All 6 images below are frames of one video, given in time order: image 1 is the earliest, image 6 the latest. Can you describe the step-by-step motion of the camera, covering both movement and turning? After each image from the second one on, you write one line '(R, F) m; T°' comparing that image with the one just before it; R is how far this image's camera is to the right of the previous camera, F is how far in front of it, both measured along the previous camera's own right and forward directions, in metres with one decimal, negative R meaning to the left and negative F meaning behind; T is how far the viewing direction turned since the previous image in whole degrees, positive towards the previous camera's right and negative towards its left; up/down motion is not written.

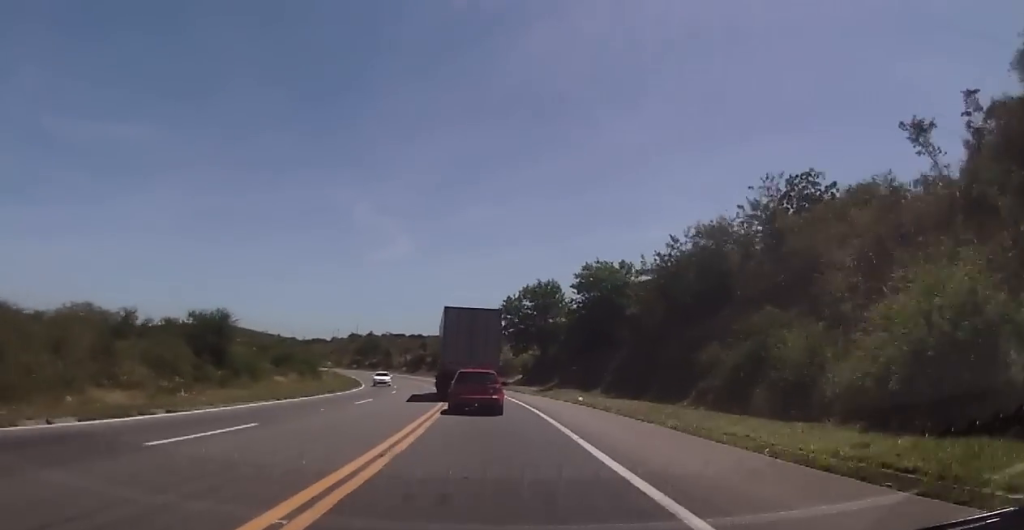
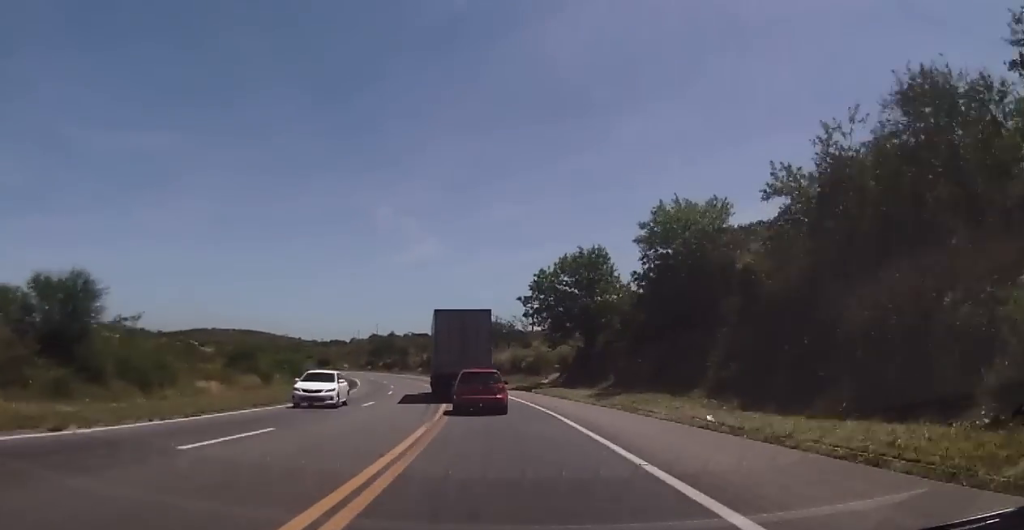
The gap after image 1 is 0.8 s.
(0.0, +17.7) m; -1°
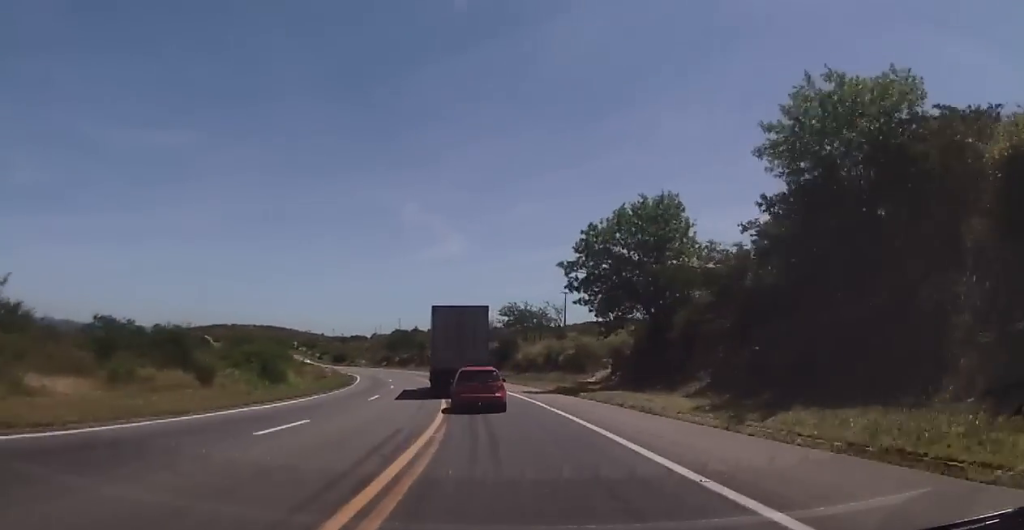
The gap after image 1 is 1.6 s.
(-0.1, +15.7) m; -2°
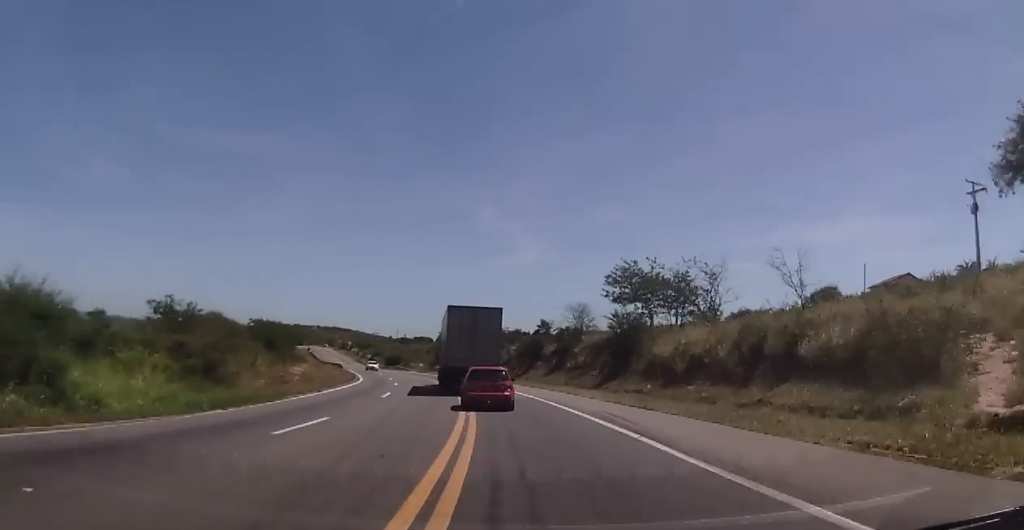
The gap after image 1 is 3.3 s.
(-2.2, +37.7) m; -5°
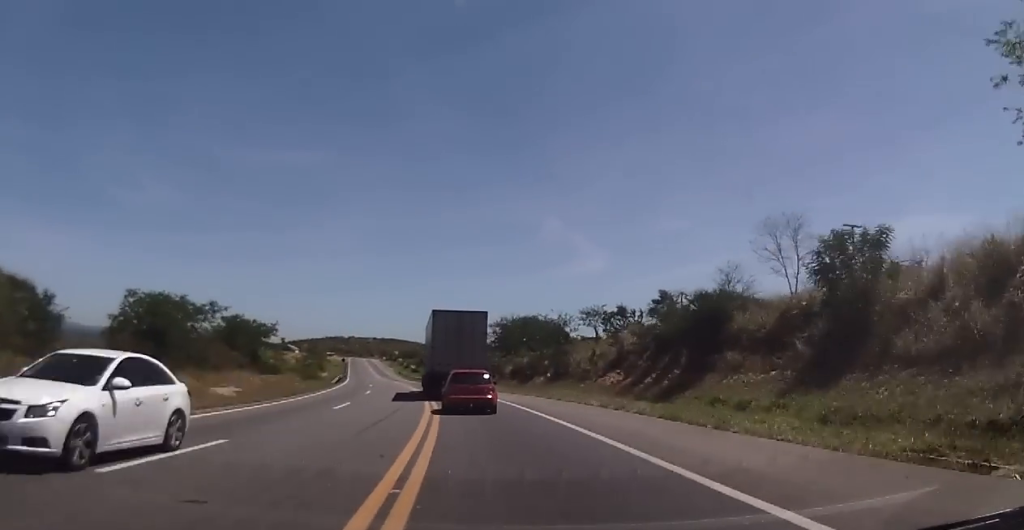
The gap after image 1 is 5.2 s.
(-2.0, +40.2) m; -6°
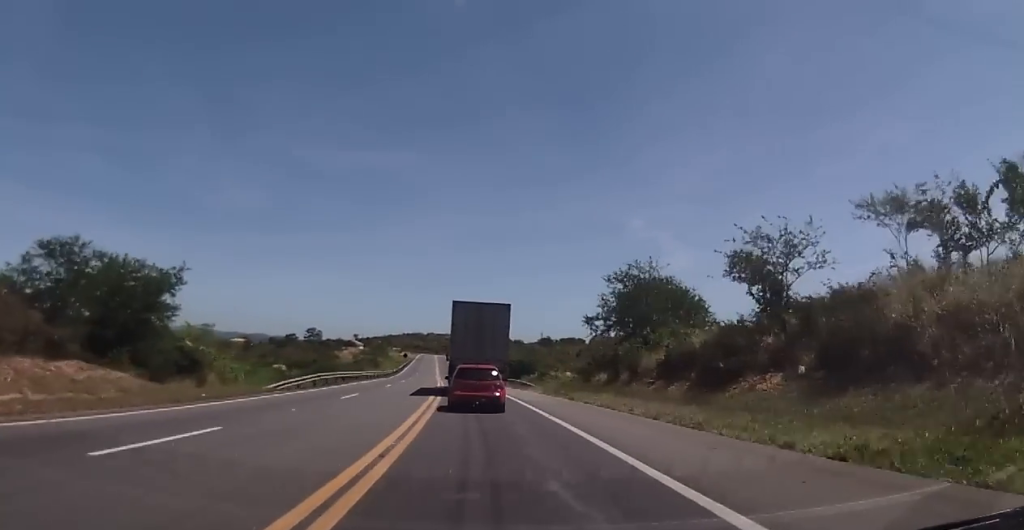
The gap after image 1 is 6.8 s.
(-1.5, +35.5) m; -6°
